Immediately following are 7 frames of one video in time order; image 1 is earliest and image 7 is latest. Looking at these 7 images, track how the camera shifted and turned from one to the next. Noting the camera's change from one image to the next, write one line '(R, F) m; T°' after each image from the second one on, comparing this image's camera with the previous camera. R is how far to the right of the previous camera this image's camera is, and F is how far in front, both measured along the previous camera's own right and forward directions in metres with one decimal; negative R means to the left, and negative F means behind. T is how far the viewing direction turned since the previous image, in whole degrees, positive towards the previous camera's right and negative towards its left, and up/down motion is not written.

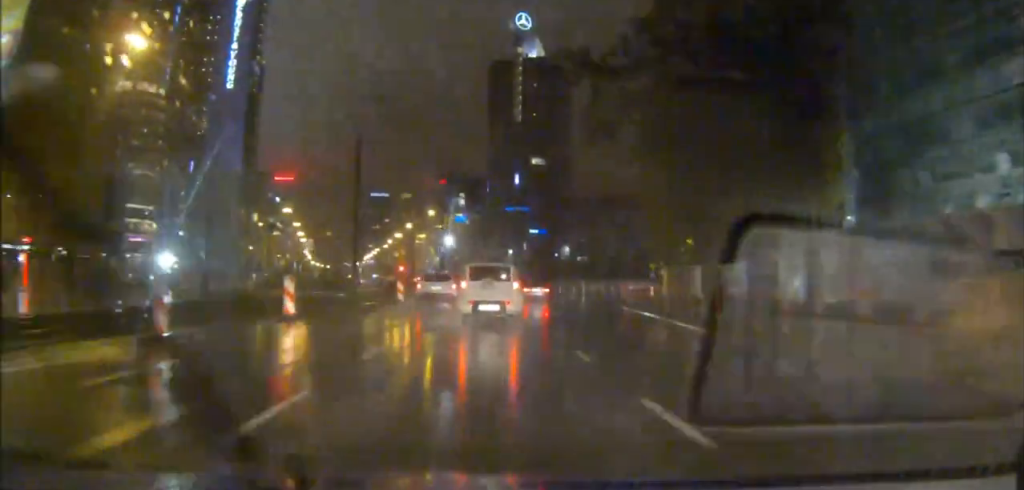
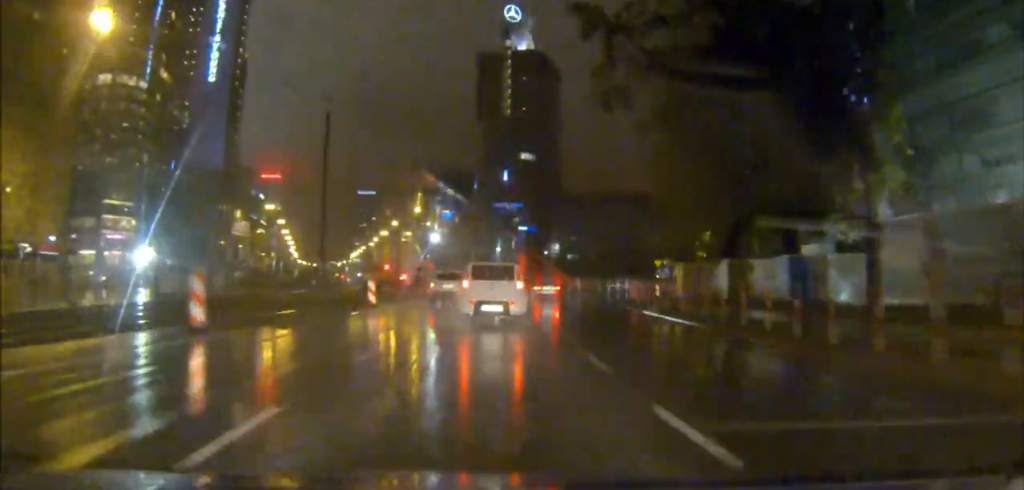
(-0.2, +6.4) m; -1°
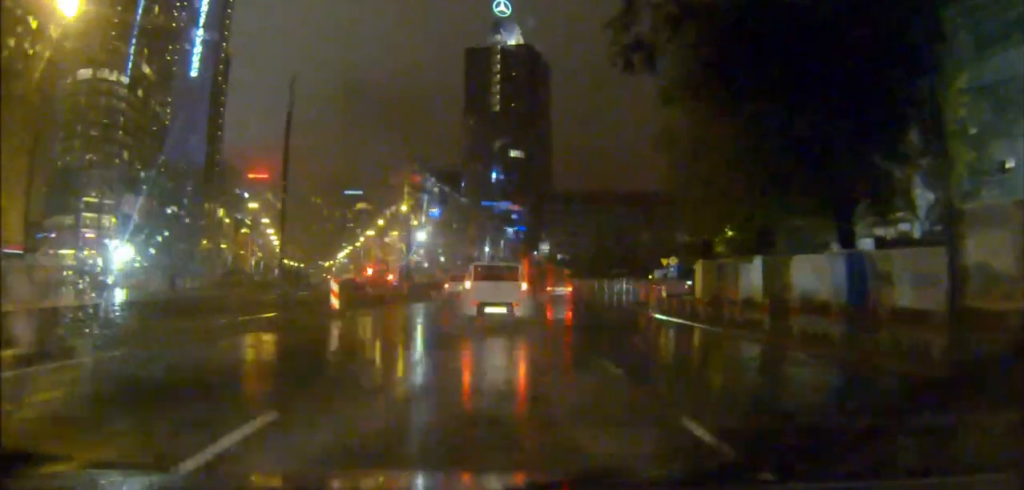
(-0.1, +5.9) m; -1°
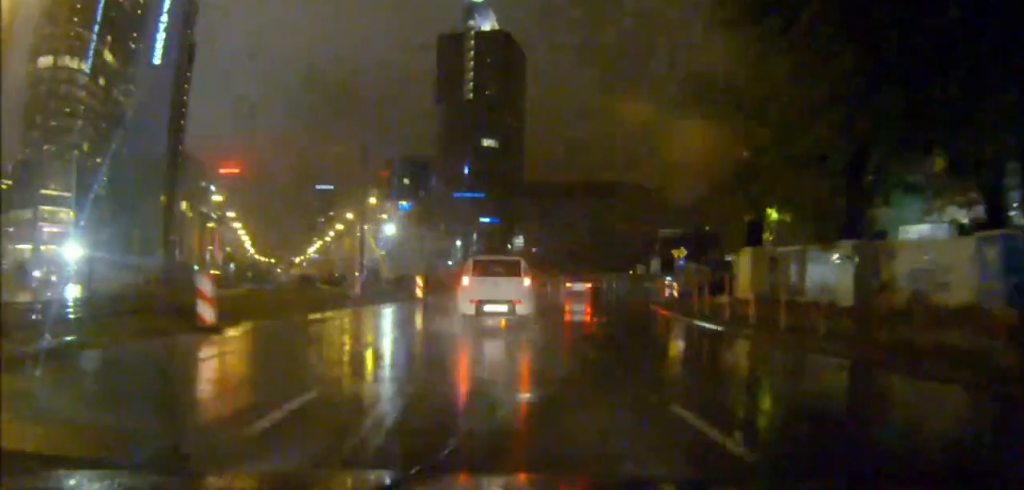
(-0.1, +9.9) m; +1°
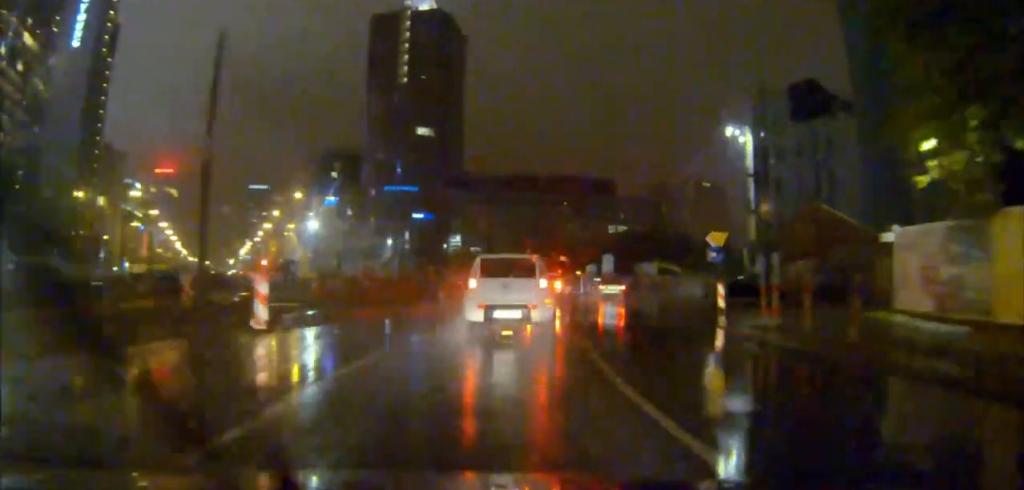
(+0.5, +18.7) m; +1°
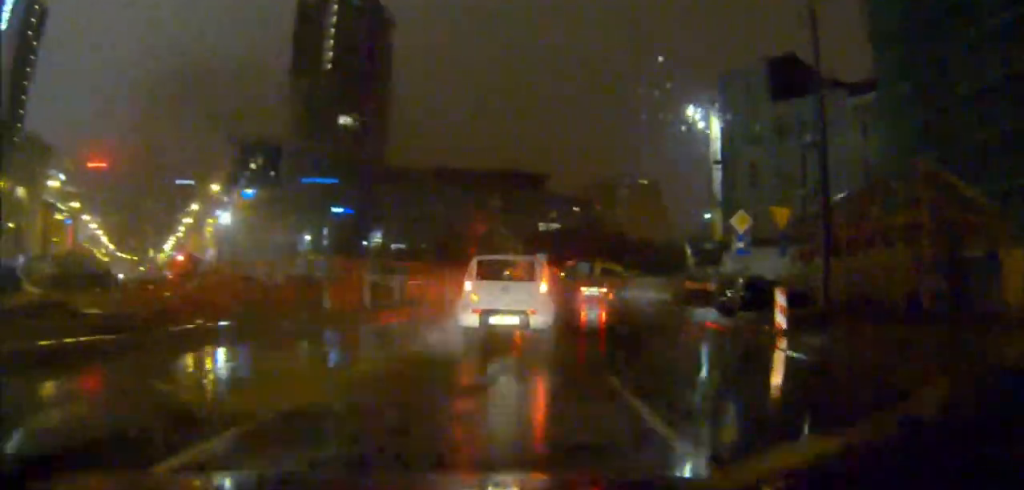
(-0.3, +11.9) m; +5°
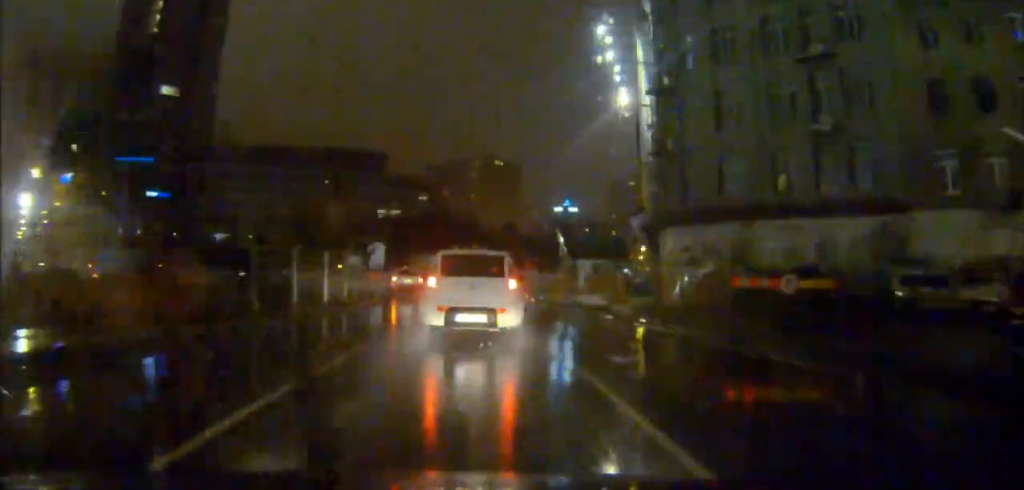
(+5.7, +29.7) m; +17°
